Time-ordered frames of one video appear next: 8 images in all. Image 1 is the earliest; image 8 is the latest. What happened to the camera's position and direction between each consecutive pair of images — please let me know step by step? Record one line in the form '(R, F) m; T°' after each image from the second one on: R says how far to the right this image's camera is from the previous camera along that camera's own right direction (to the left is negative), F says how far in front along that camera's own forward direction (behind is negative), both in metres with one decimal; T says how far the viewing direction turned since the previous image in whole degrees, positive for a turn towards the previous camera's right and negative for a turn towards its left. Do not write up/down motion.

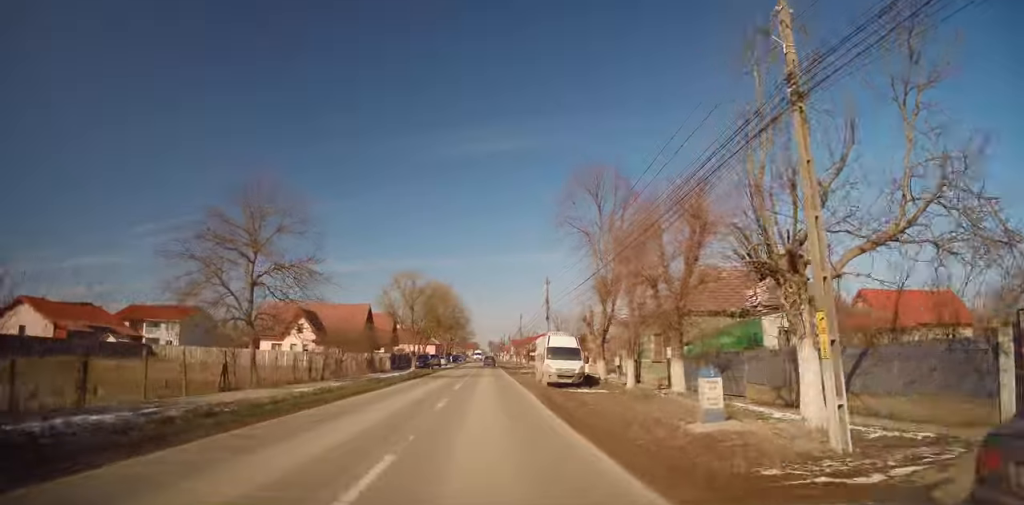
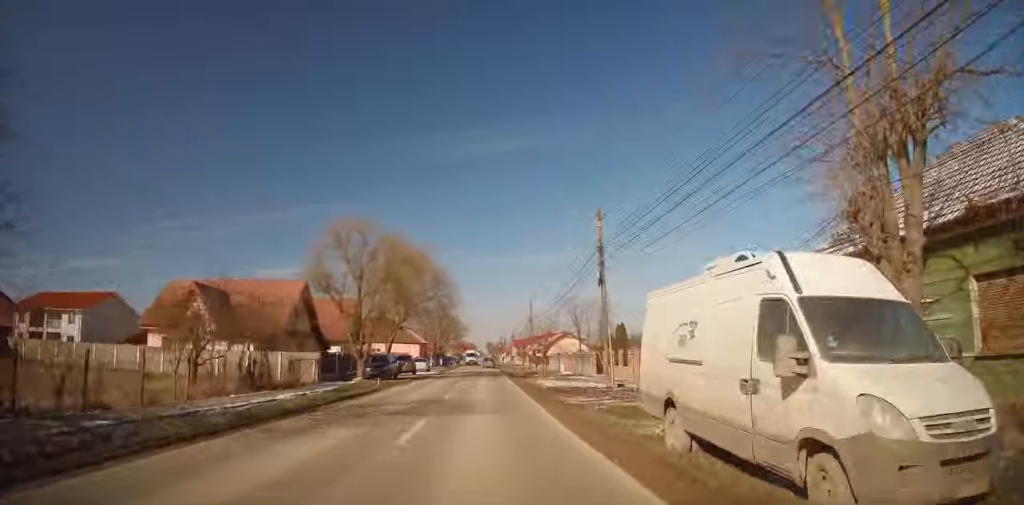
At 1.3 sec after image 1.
(-0.1, +22.5) m; -1°
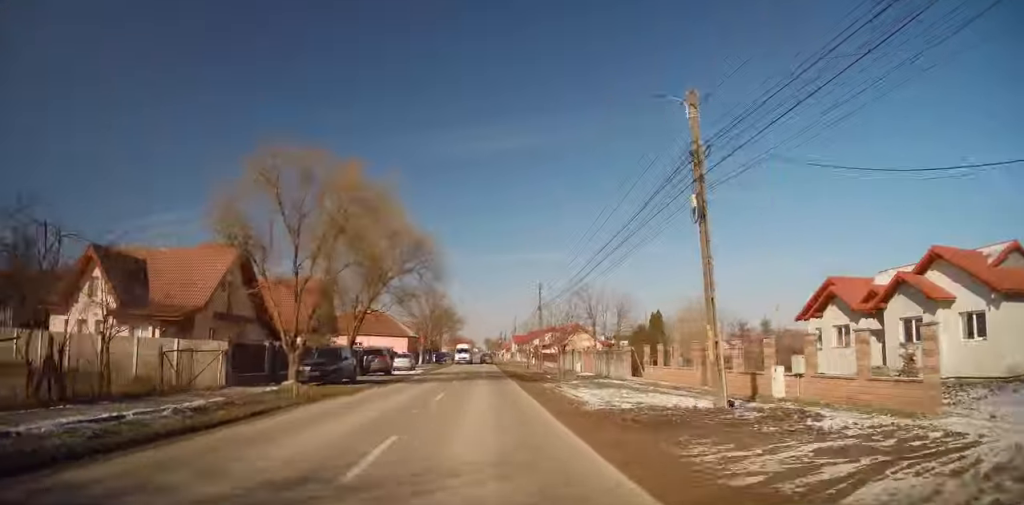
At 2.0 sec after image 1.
(-0.1, +11.3) m; 0°
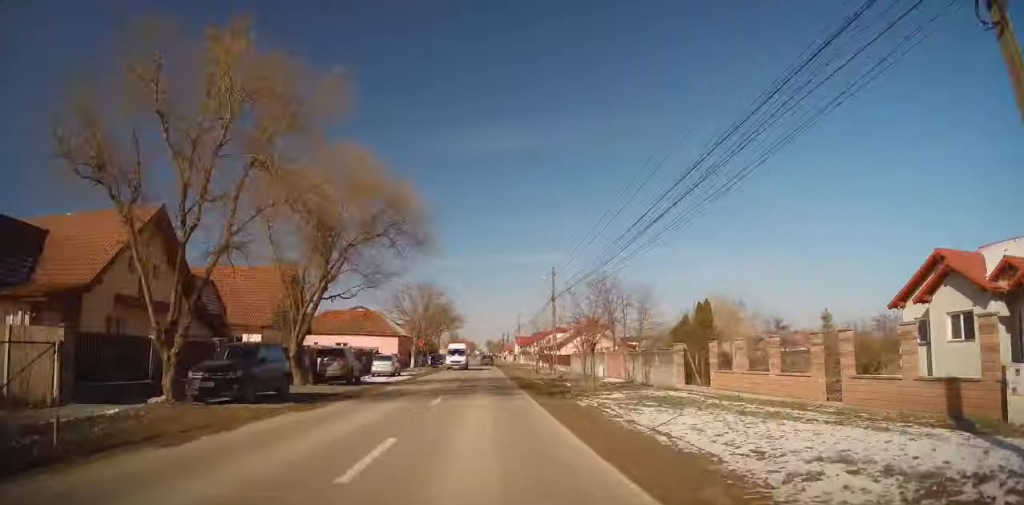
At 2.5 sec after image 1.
(0.0, +9.0) m; 0°
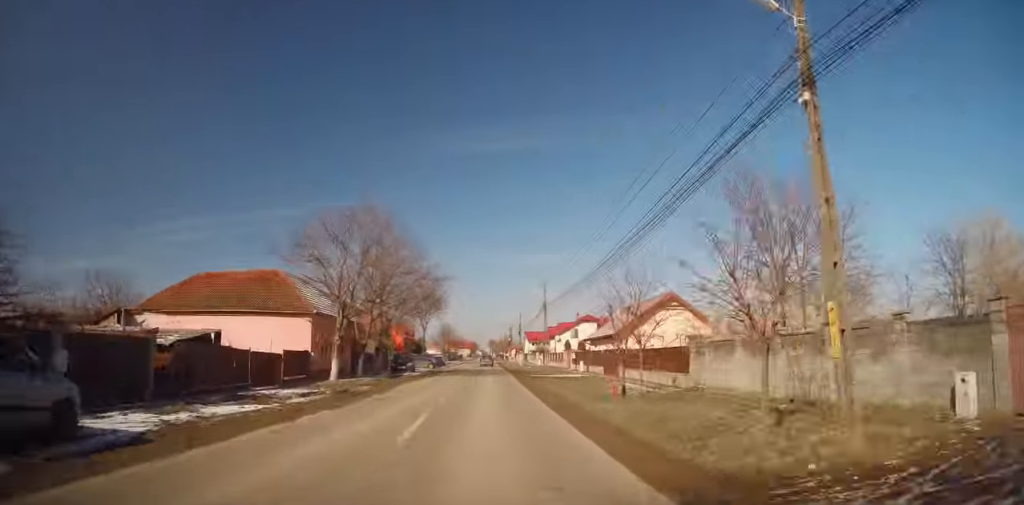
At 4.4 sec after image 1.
(0.0, +32.2) m; 0°
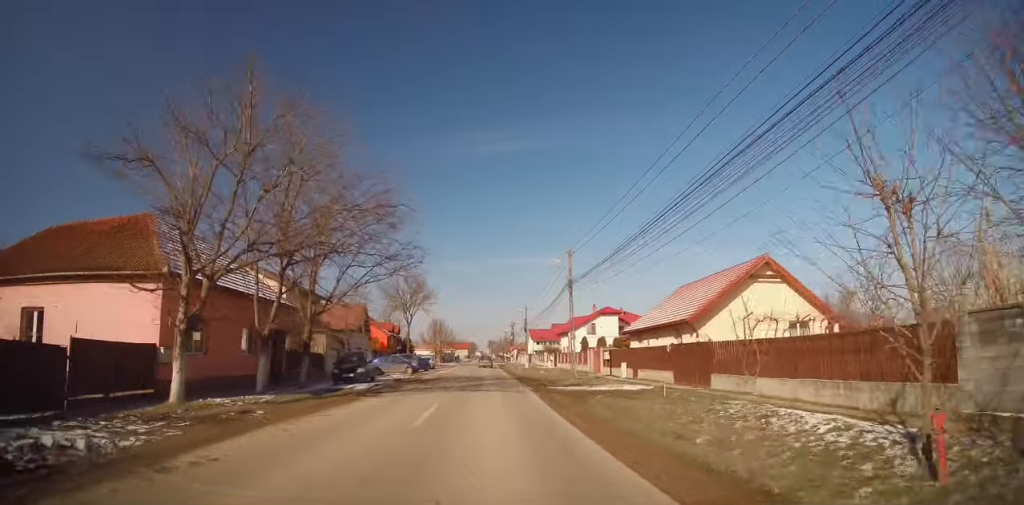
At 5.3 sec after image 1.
(-0.1, +15.0) m; 0°
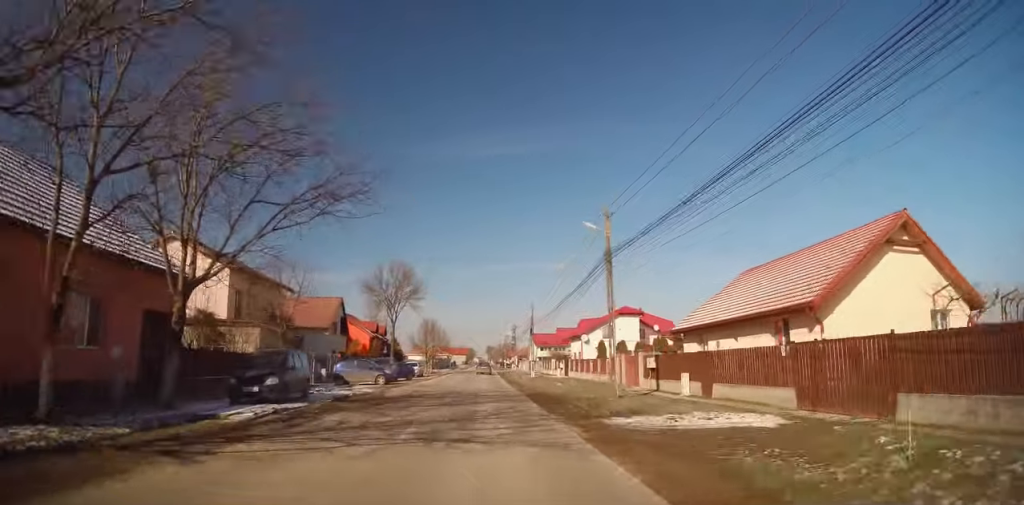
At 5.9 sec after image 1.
(+0.1, +10.5) m; 0°
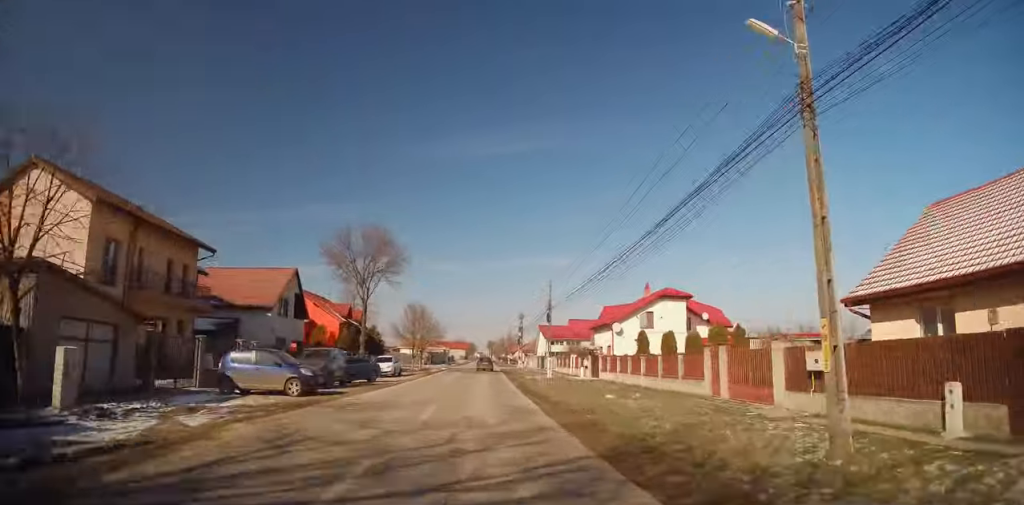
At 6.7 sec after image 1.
(-0.2, +14.6) m; 0°
